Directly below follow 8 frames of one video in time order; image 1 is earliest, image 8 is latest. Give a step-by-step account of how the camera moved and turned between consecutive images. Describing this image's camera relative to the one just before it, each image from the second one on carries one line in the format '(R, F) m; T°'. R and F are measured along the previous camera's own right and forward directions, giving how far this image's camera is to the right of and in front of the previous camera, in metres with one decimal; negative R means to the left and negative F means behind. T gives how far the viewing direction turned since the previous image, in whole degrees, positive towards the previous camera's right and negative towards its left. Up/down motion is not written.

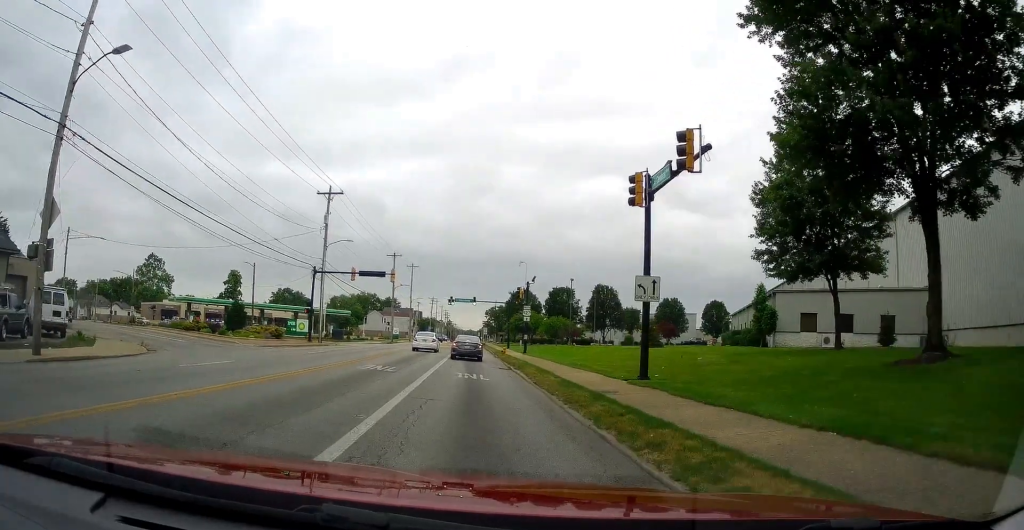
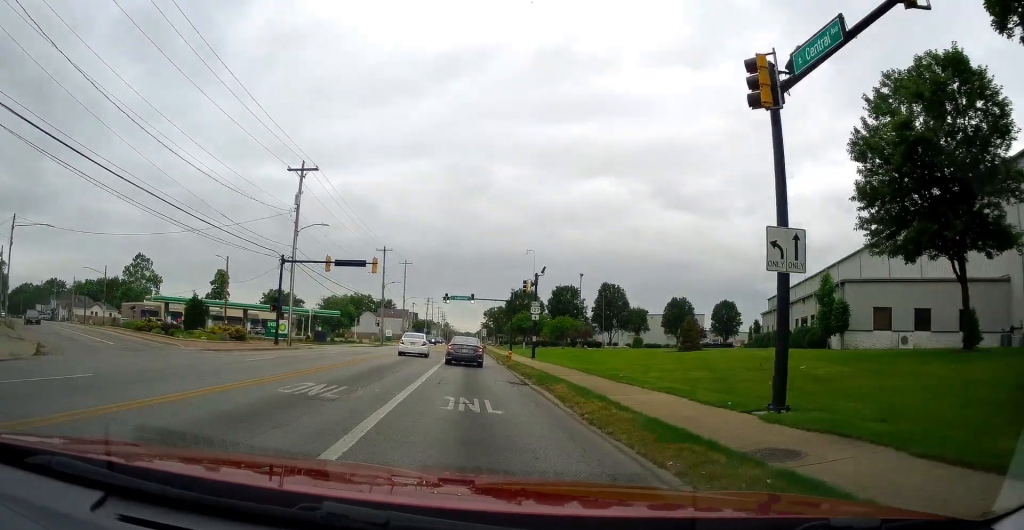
(+0.2, +7.9) m; +2°
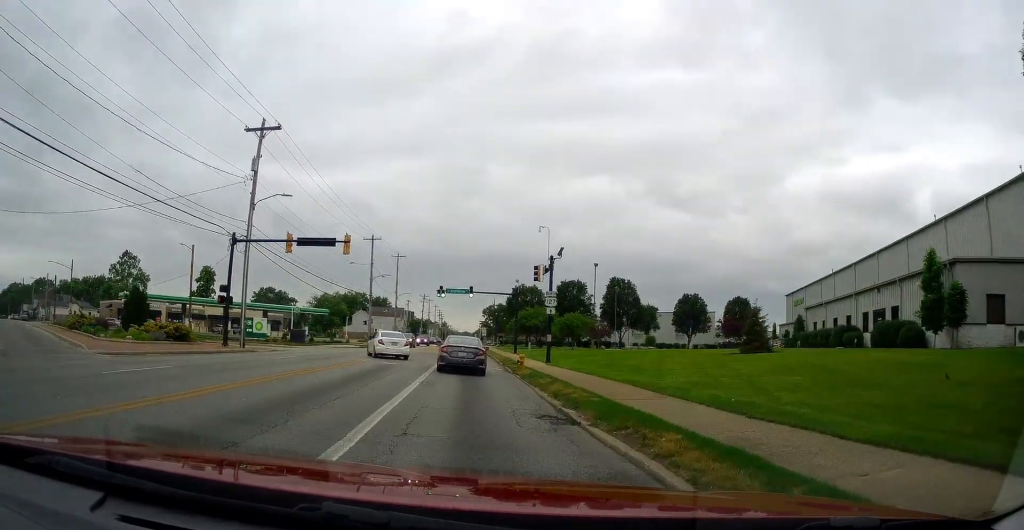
(+0.1, +8.4) m; +1°
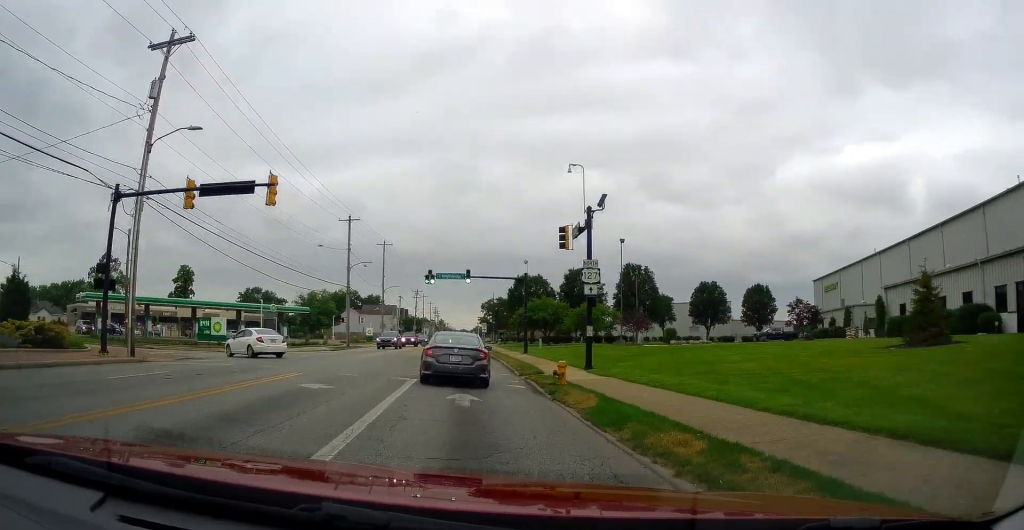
(0.0, +11.6) m; 0°
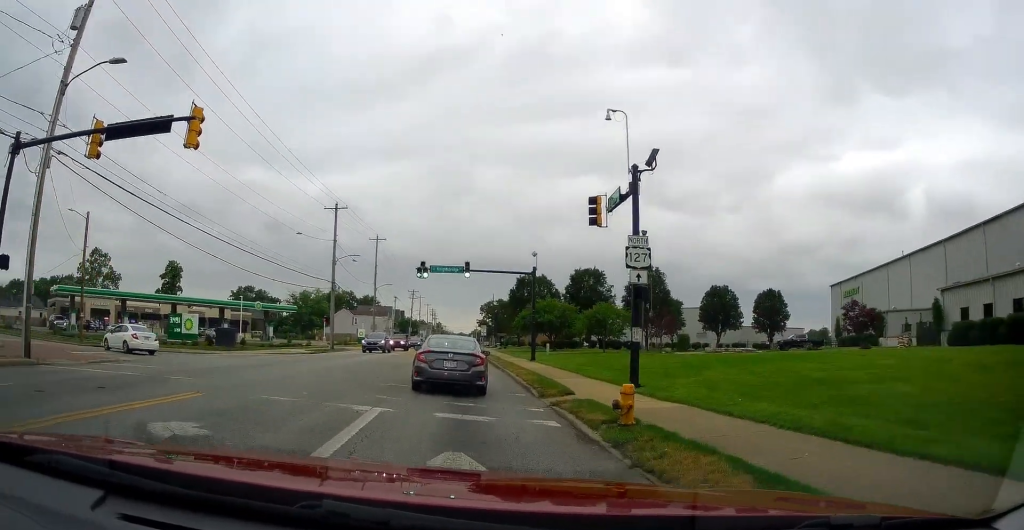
(0.0, +6.2) m; -2°
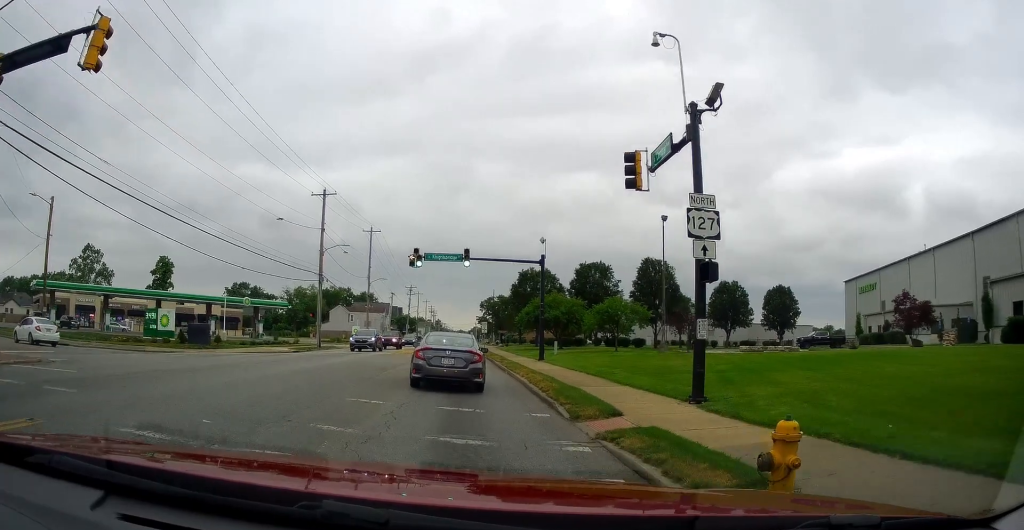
(-0.2, +4.7) m; 0°
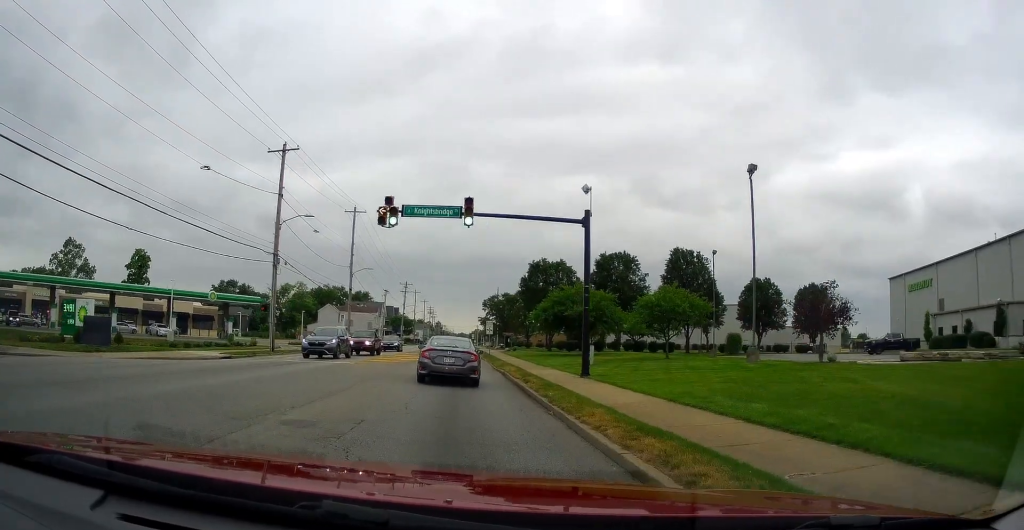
(+0.3, +13.0) m; +1°
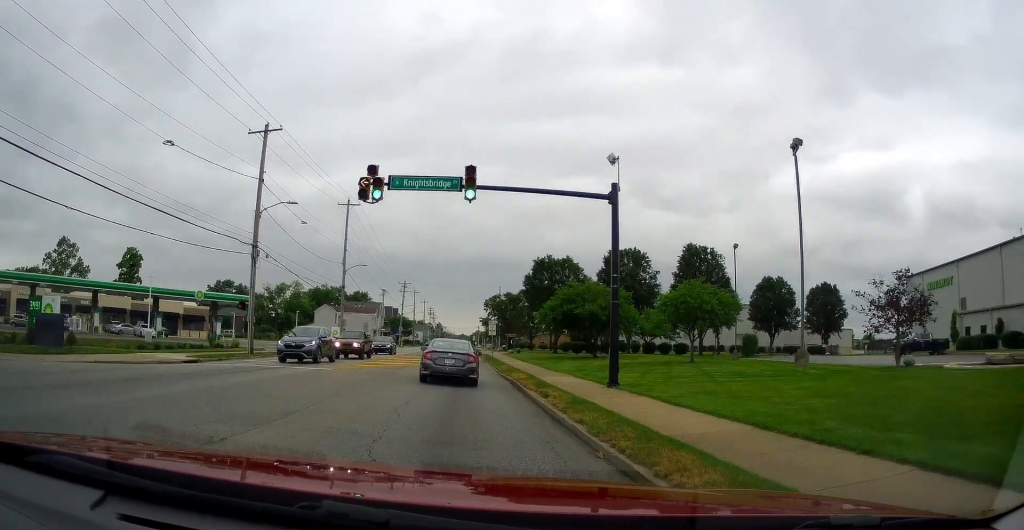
(+0.1, +4.1) m; -1°
